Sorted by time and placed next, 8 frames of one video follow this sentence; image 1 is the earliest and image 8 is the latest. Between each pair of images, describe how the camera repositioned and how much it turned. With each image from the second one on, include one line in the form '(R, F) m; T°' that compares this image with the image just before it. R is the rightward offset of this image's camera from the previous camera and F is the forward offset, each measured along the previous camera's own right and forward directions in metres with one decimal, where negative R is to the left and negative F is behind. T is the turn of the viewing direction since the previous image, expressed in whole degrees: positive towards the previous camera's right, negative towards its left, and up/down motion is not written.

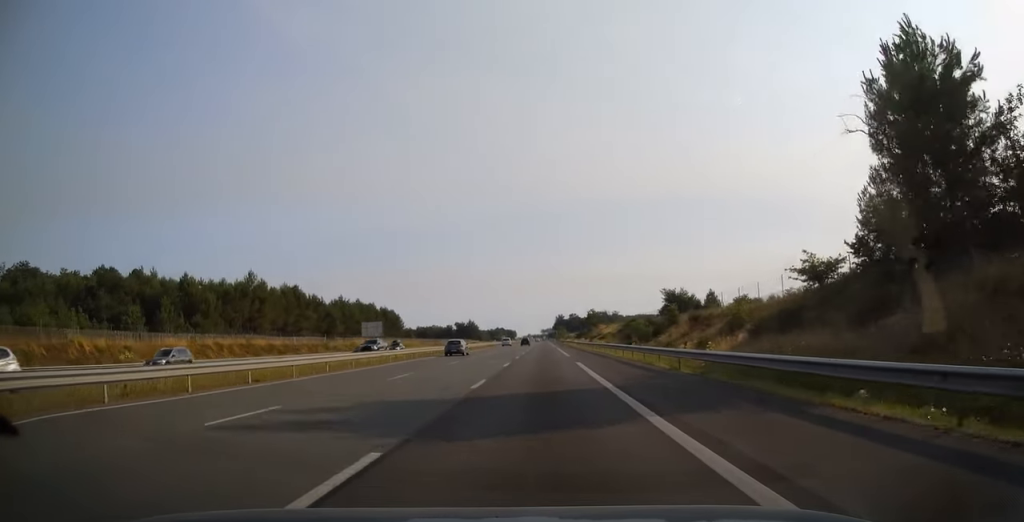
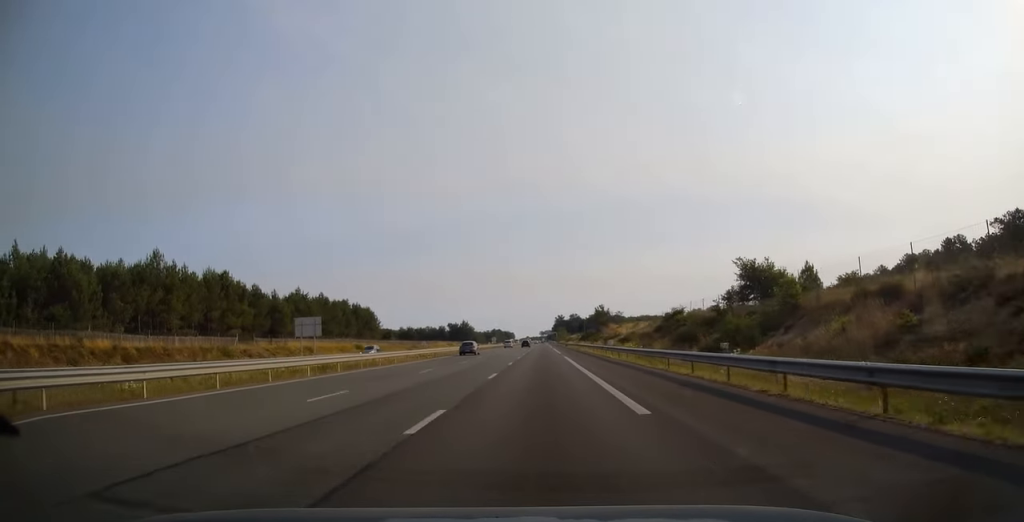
(0.0, +34.3) m; 0°
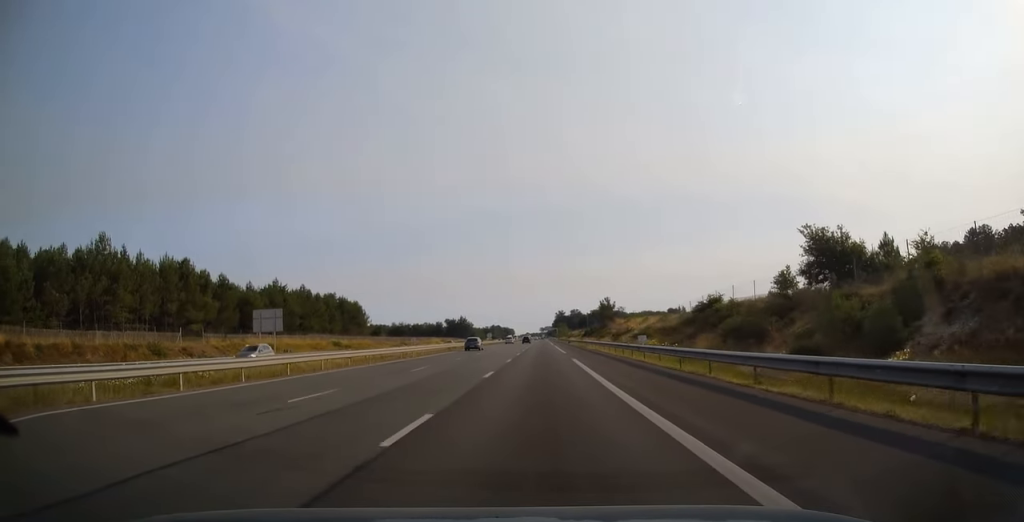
(0.0, +14.2) m; 0°
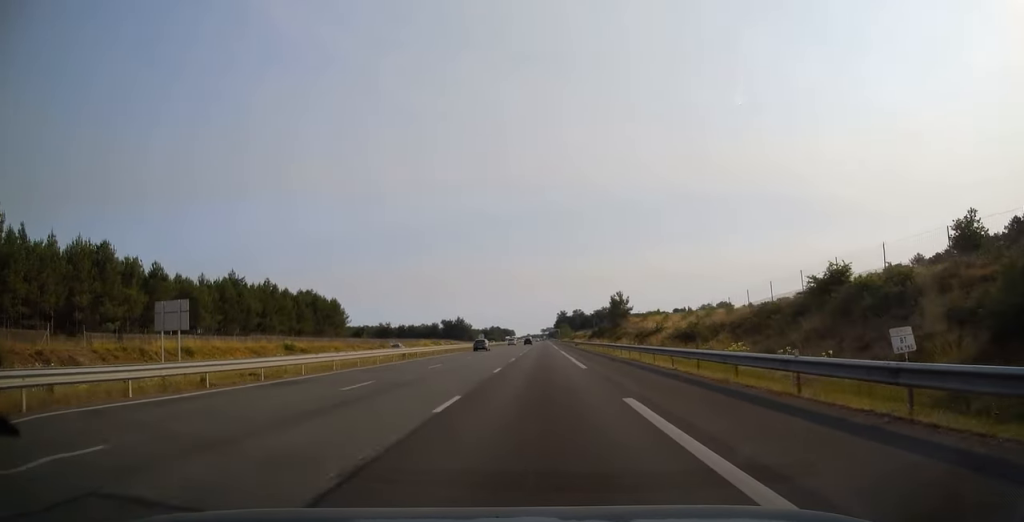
(0.0, +22.6) m; 0°
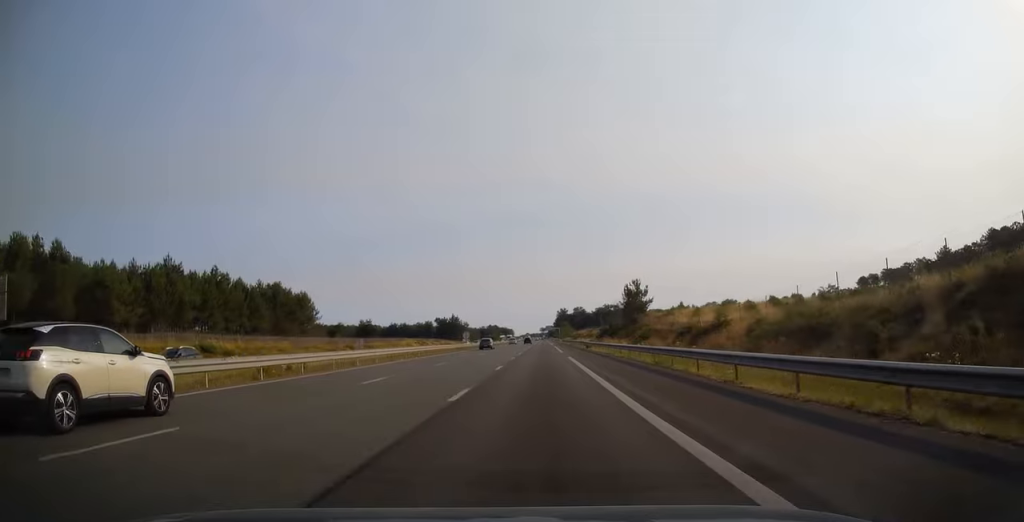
(+0.1, +24.0) m; 0°
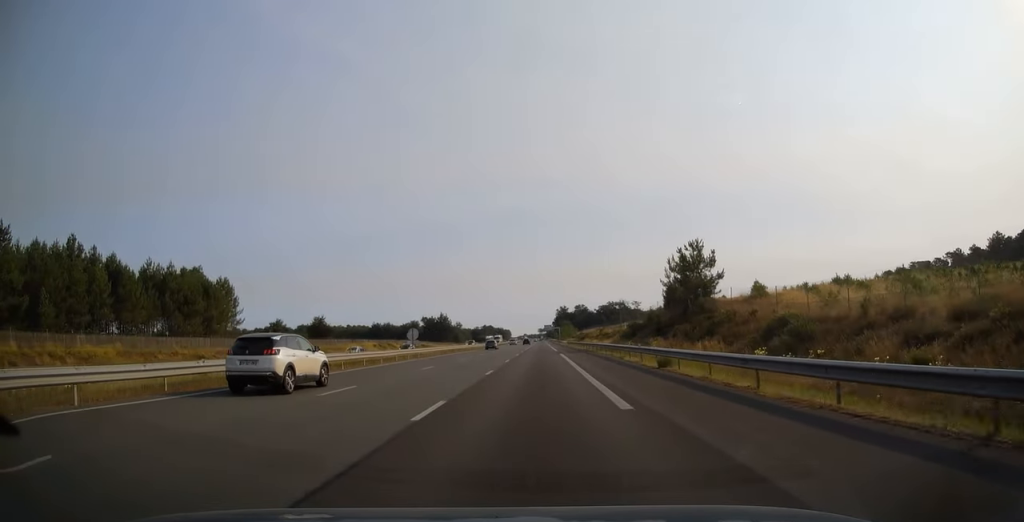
(+0.2, +42.1) m; 0°
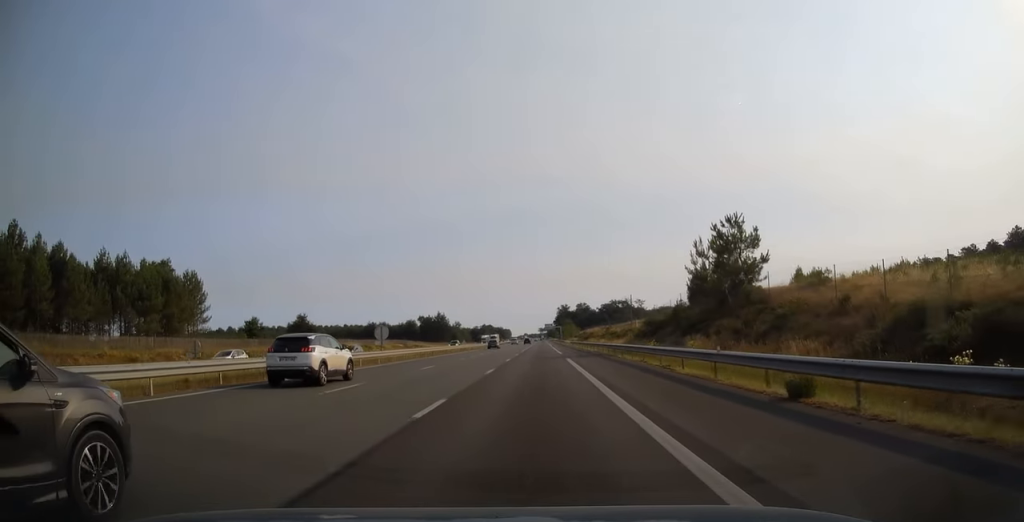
(0.0, +12.7) m; 0°
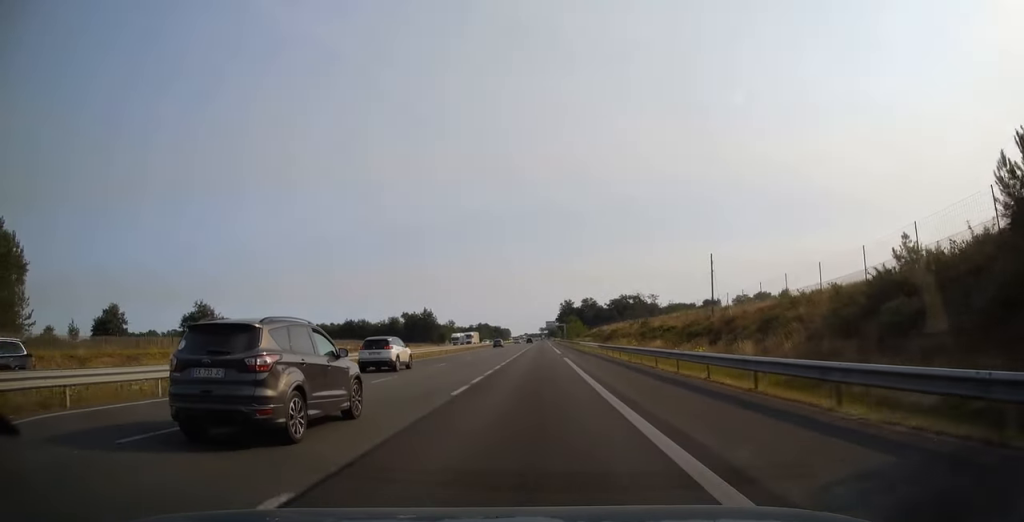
(-0.2, +47.6) m; 0°
